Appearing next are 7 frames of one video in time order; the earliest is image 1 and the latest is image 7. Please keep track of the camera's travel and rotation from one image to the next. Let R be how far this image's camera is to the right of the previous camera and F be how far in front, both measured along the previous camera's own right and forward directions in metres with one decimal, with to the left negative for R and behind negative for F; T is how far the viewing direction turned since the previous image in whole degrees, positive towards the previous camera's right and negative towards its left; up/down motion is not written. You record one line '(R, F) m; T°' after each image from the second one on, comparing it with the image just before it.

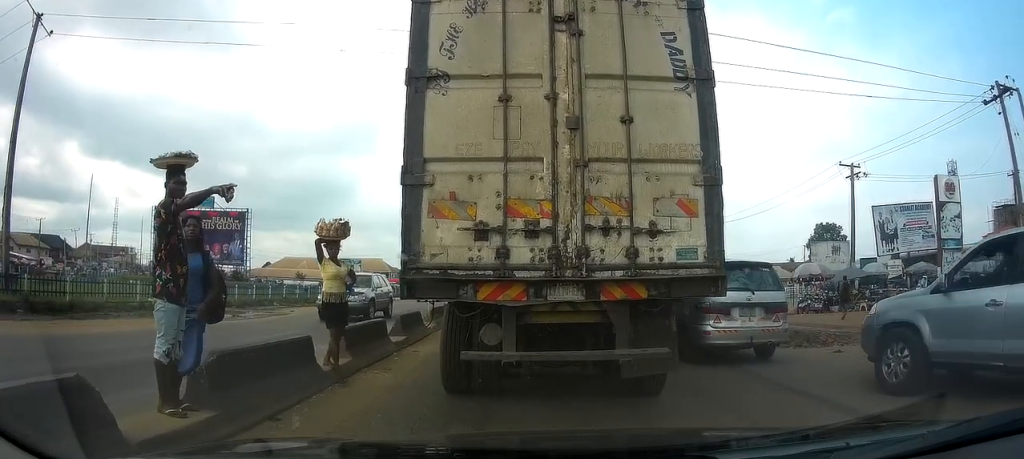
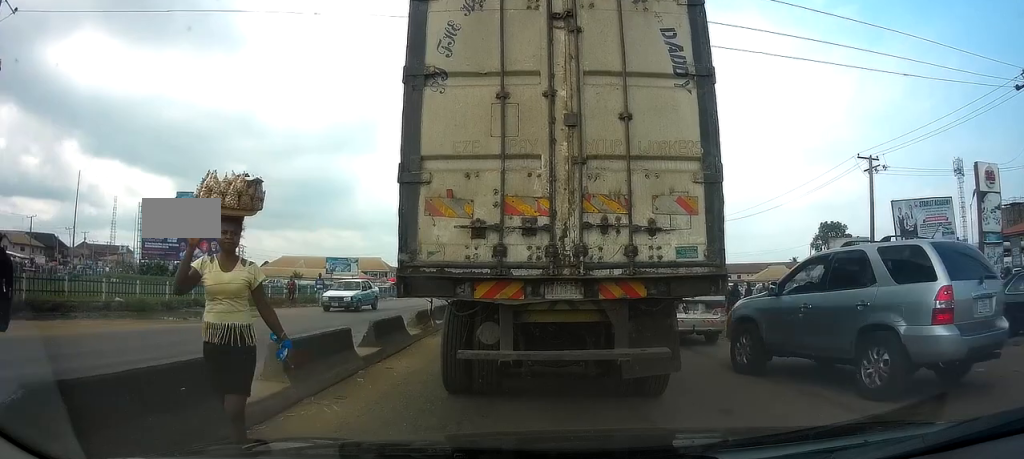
(+0.1, +2.0) m; 0°
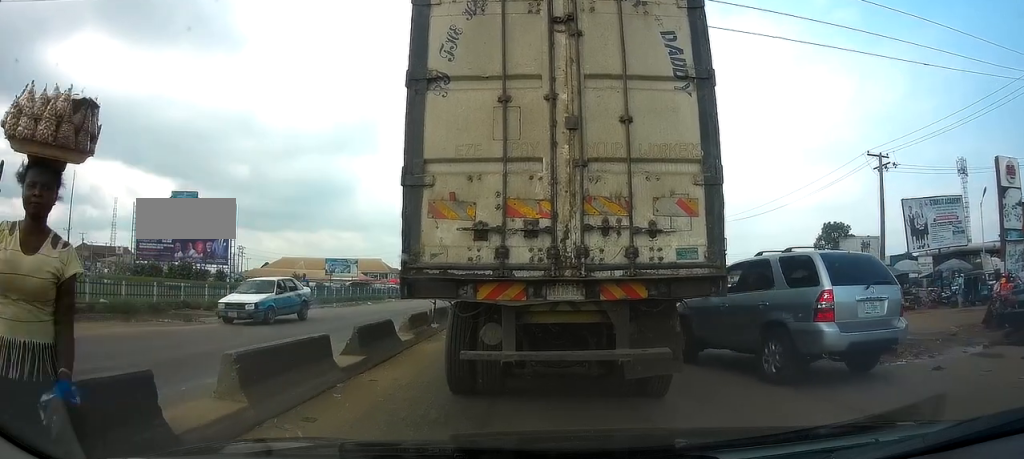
(+0.1, +1.0) m; 0°
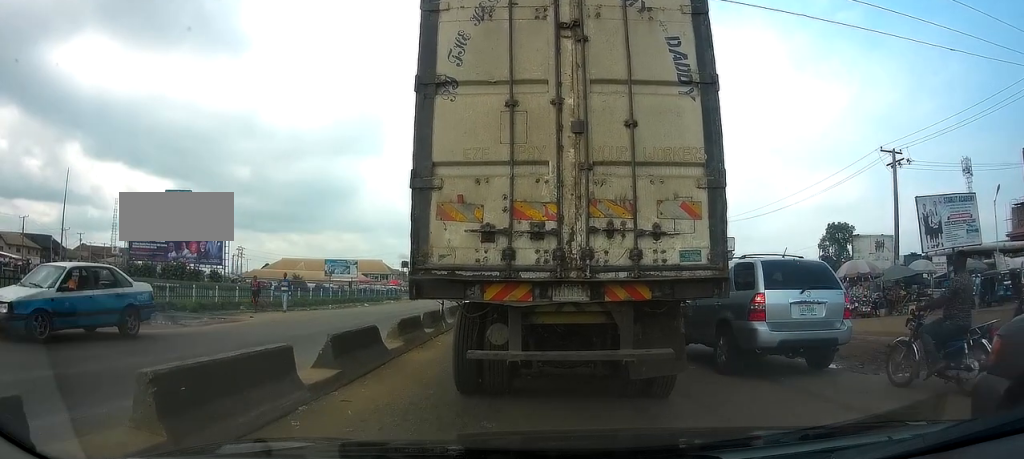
(-0.1, +1.3) m; 0°
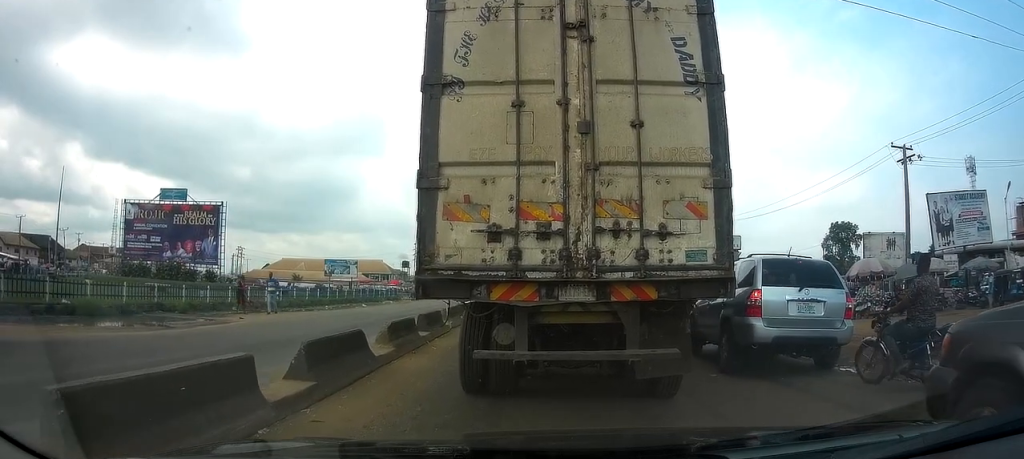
(-0.2, +0.9) m; 0°
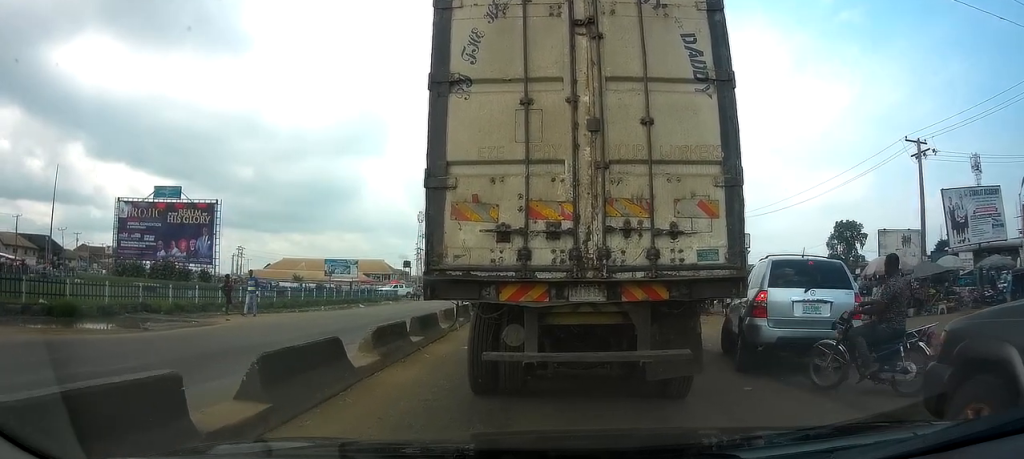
(+0.1, +1.3) m; +3°
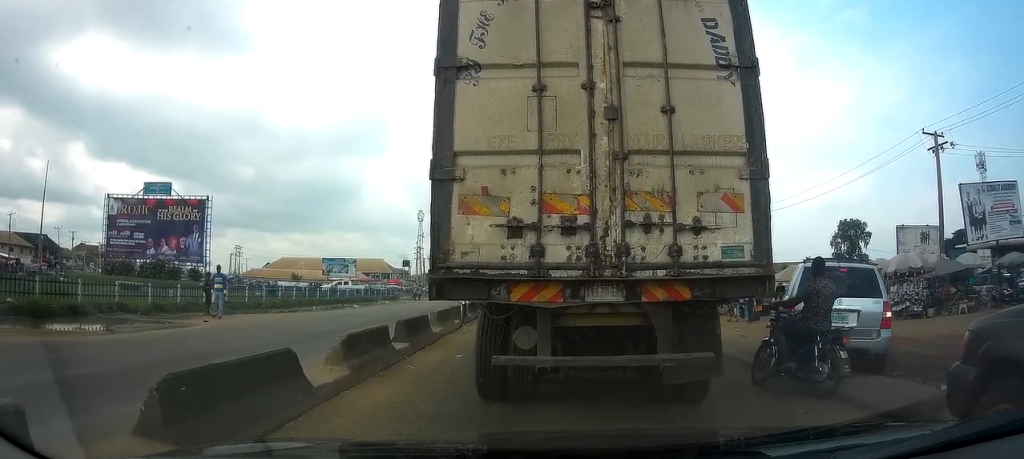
(-0.1, +1.6) m; -6°
